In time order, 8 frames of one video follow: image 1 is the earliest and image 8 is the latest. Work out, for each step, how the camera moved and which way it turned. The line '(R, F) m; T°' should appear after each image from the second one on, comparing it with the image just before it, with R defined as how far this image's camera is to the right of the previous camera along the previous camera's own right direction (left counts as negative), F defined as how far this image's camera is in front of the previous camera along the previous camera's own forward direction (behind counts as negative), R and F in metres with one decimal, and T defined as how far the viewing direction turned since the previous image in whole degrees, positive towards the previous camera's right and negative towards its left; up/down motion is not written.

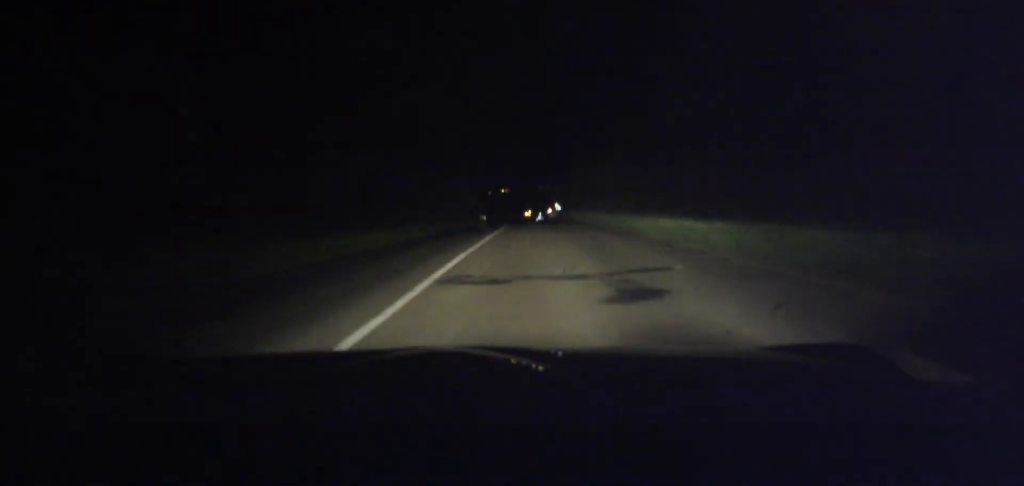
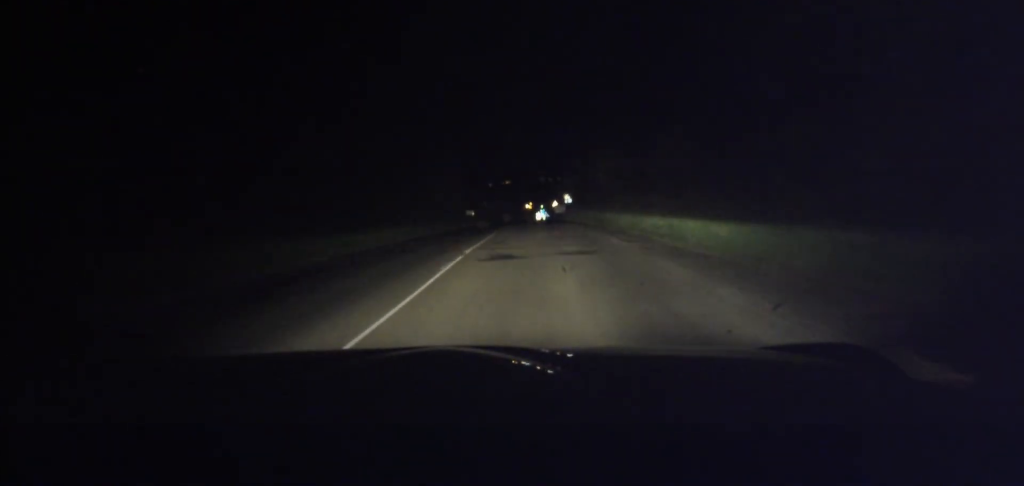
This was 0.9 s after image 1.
(-0.3, +25.8) m; -1°
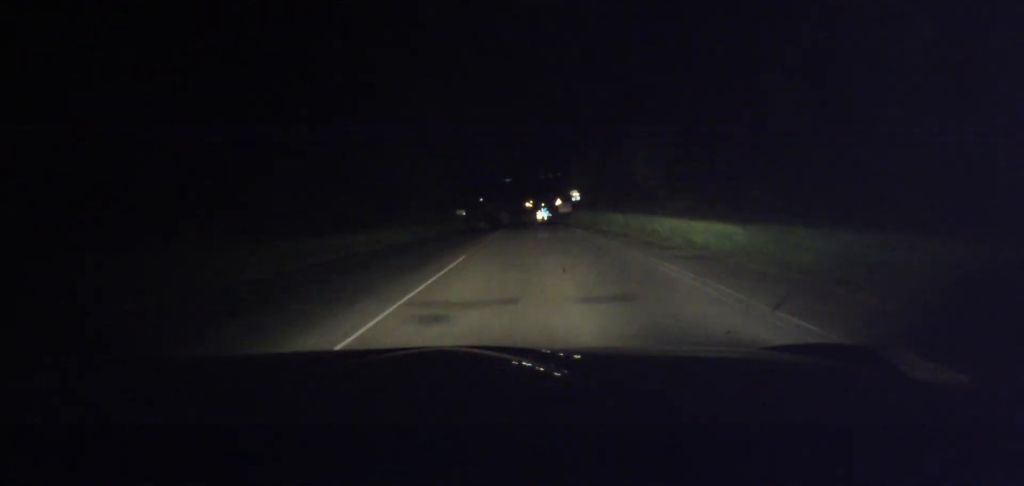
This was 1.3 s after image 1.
(0.0, +12.4) m; 0°
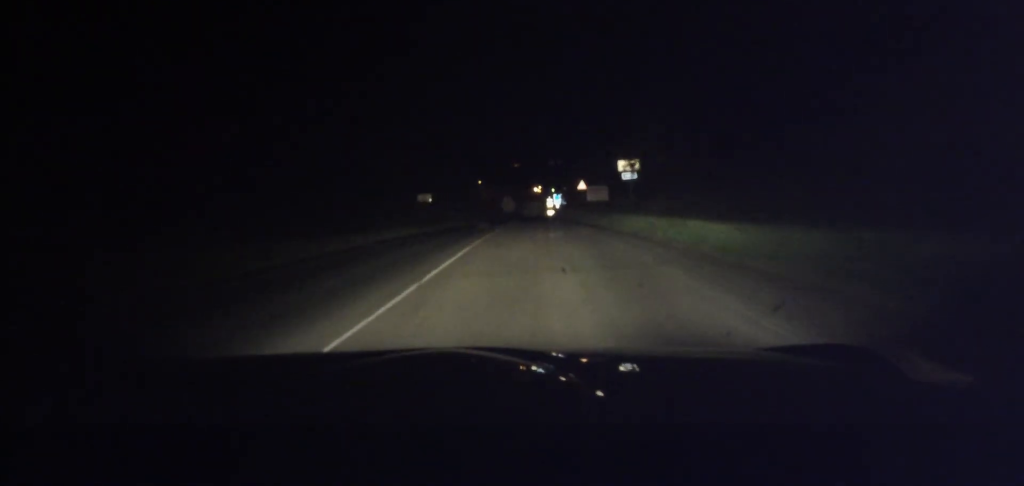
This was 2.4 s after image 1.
(0.0, +30.5) m; 0°
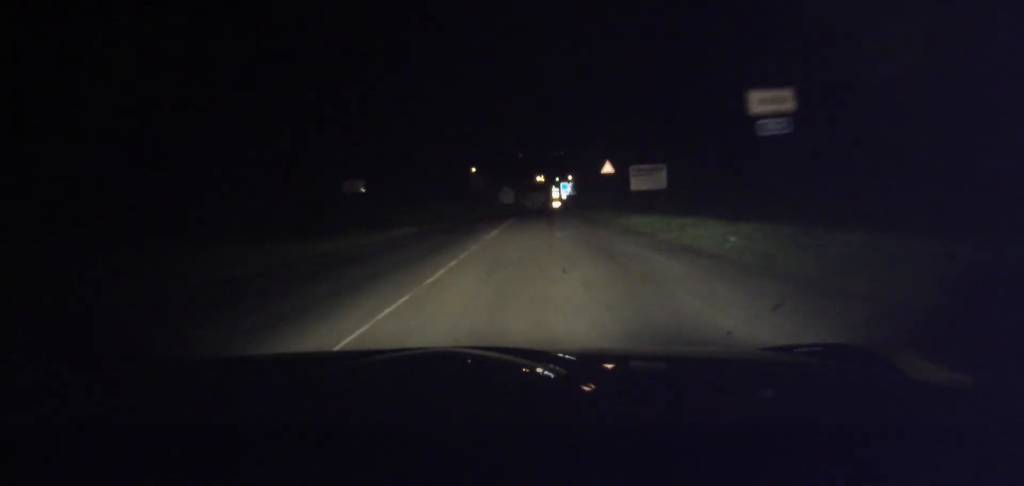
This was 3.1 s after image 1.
(0.0, +19.9) m; 0°
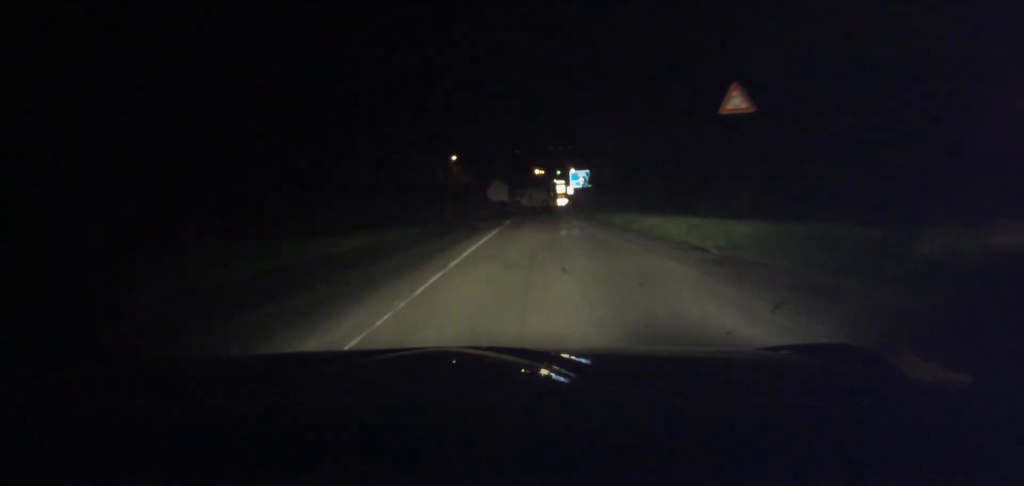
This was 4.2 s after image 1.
(0.0, +29.1) m; 0°
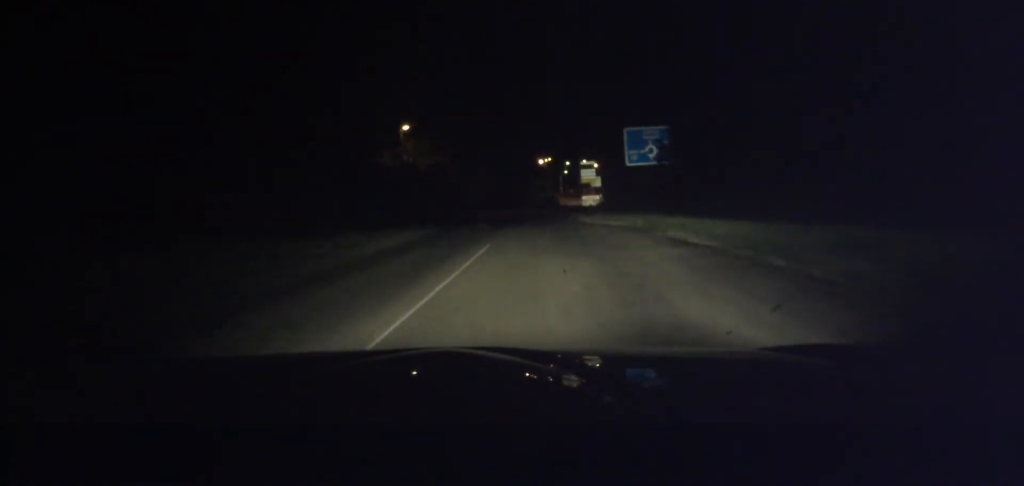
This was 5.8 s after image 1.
(-0.5, +38.1) m; -1°
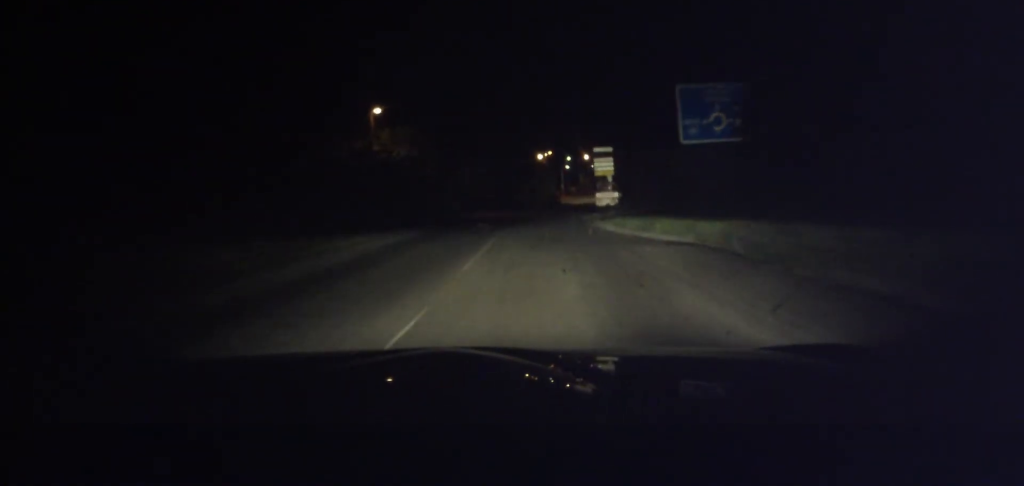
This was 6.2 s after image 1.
(0.0, +10.4) m; 0°
